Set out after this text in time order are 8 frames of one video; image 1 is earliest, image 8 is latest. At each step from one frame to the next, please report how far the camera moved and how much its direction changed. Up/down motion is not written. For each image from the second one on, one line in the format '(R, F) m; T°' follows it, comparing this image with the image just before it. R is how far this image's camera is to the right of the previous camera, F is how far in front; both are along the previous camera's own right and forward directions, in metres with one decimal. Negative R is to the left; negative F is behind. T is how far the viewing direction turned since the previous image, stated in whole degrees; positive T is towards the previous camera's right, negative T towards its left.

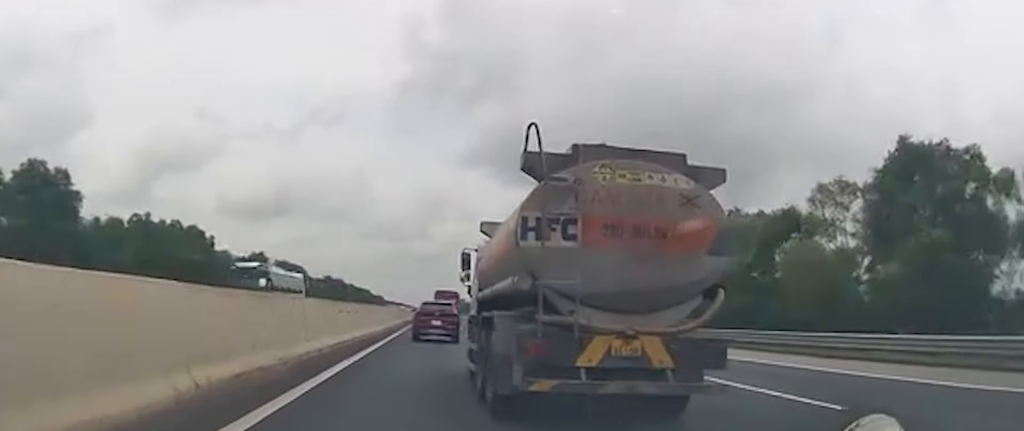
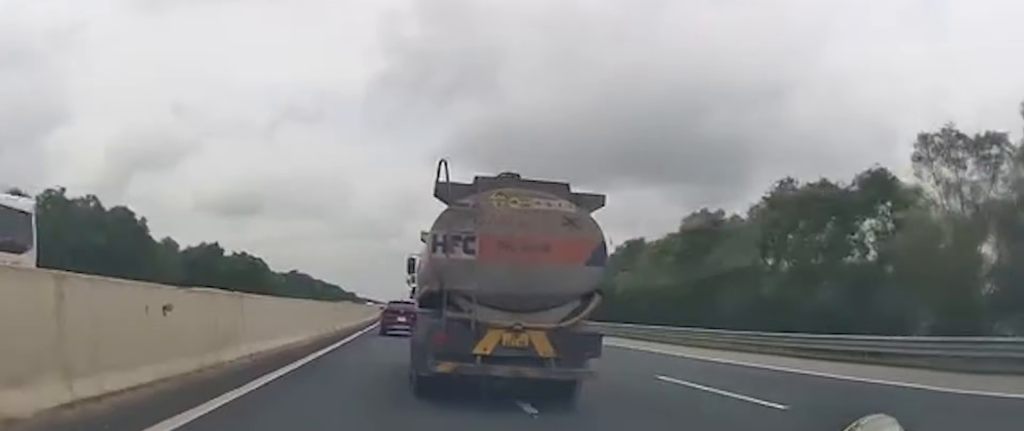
(0.0, +14.0) m; +1°
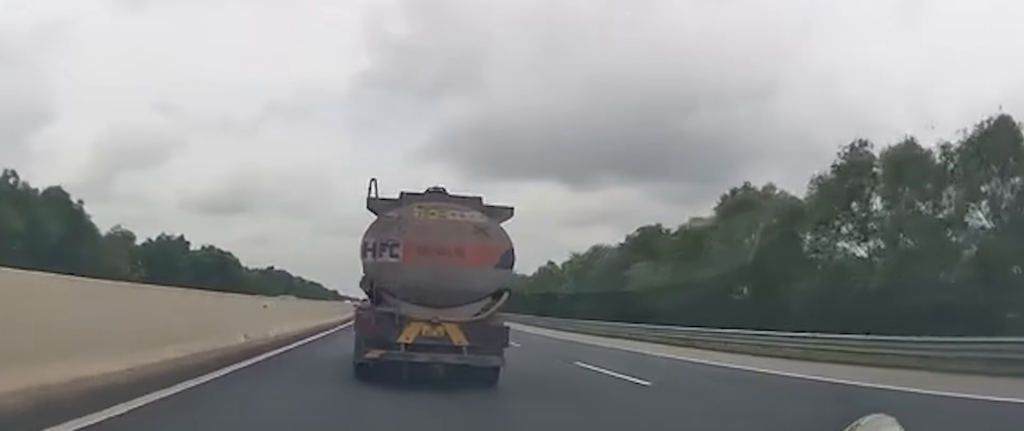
(0.0, +12.7) m; +1°
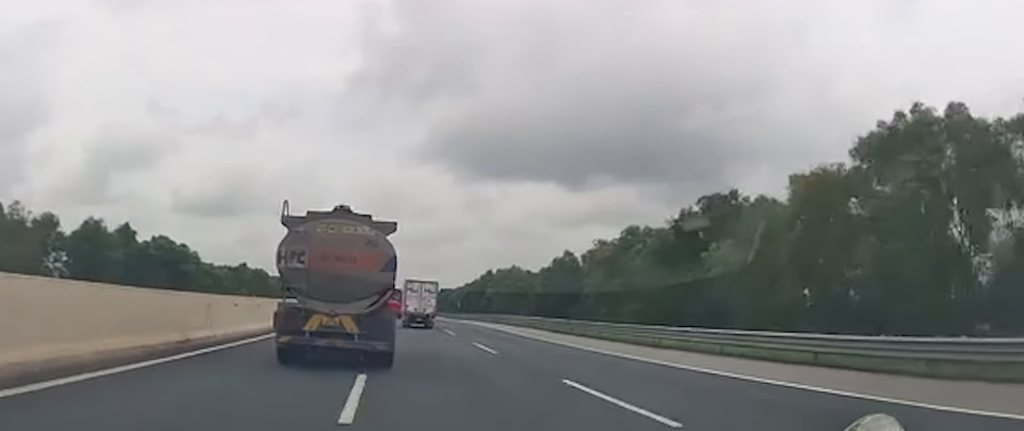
(+0.4, +19.5) m; +1°
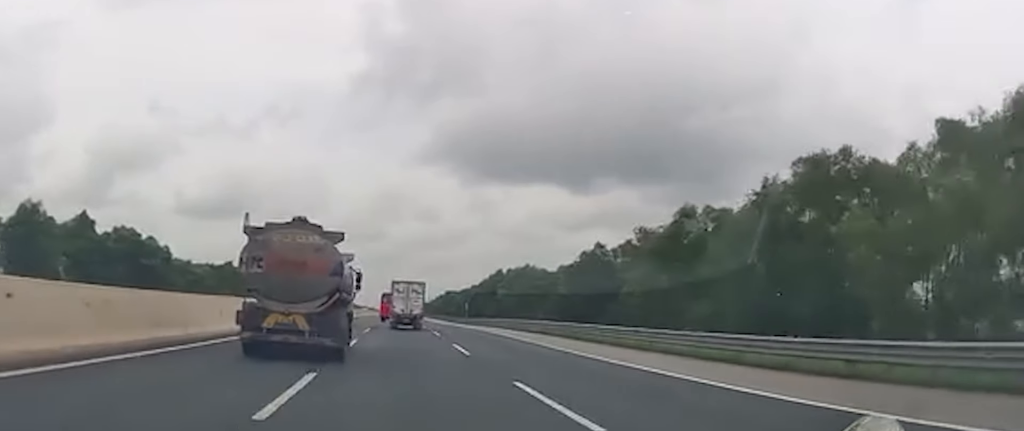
(-0.1, +14.9) m; 0°
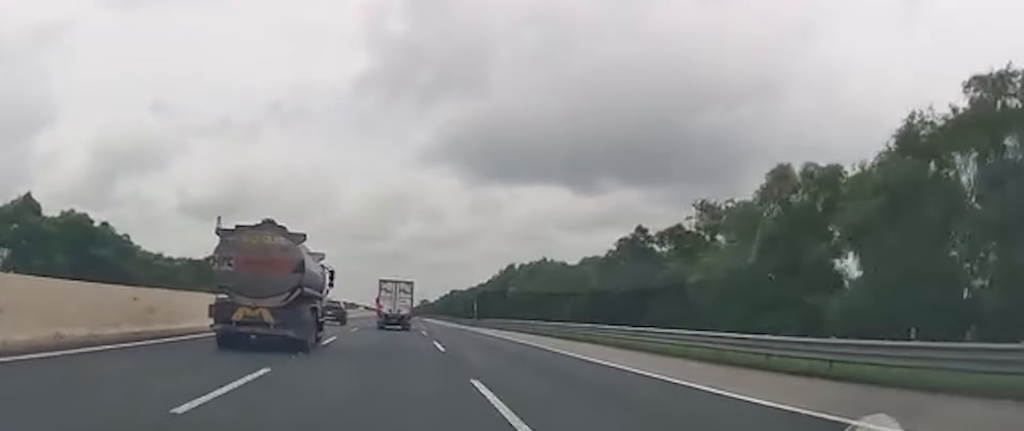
(0.0, +15.3) m; 0°
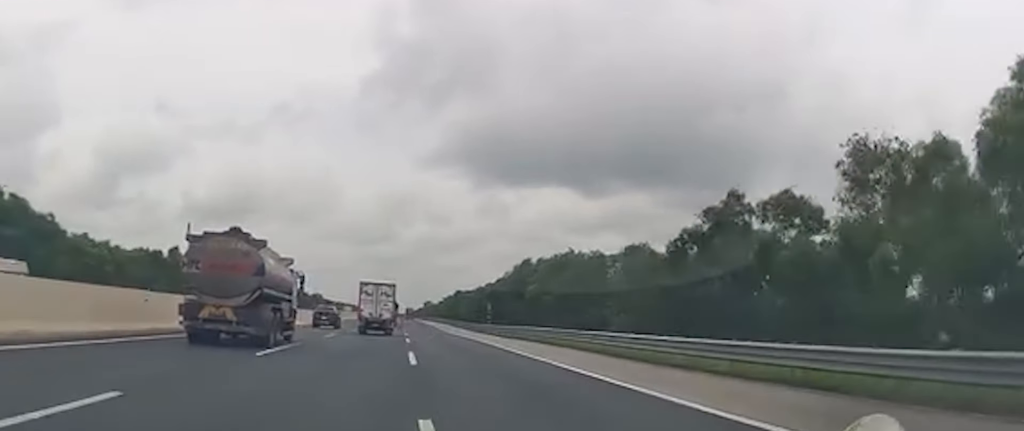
(0.0, +20.8) m; 0°
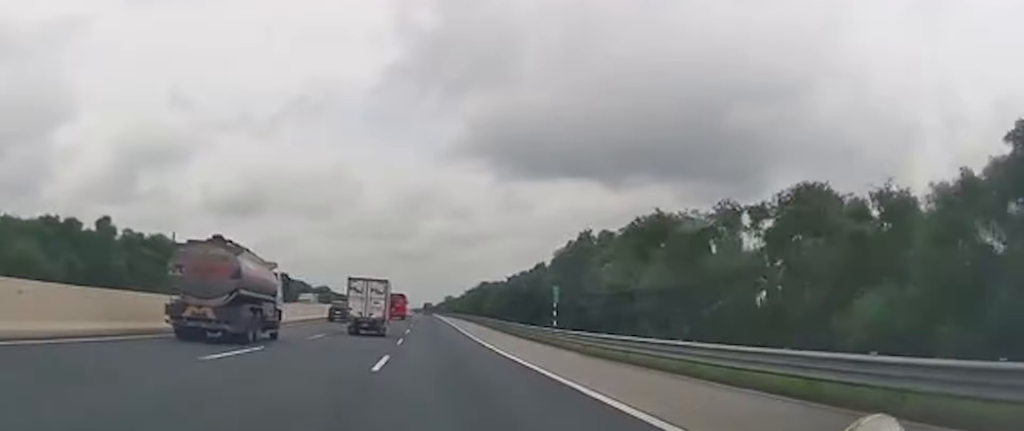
(-0.2, +31.2) m; -2°
